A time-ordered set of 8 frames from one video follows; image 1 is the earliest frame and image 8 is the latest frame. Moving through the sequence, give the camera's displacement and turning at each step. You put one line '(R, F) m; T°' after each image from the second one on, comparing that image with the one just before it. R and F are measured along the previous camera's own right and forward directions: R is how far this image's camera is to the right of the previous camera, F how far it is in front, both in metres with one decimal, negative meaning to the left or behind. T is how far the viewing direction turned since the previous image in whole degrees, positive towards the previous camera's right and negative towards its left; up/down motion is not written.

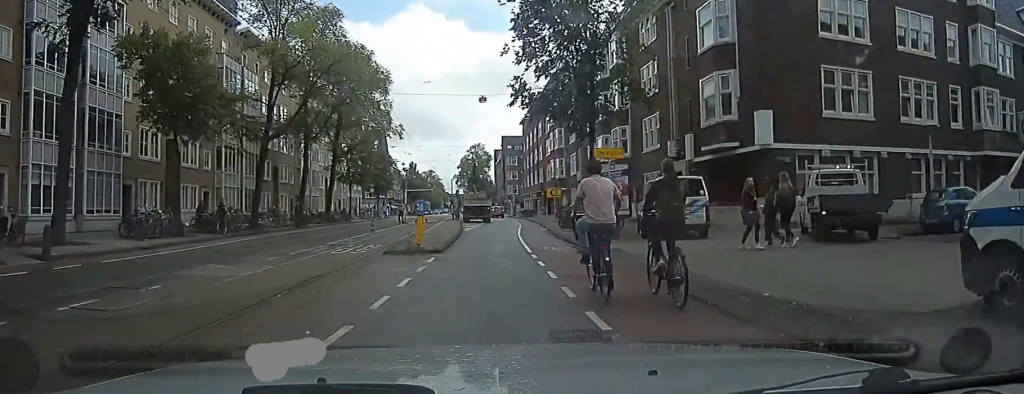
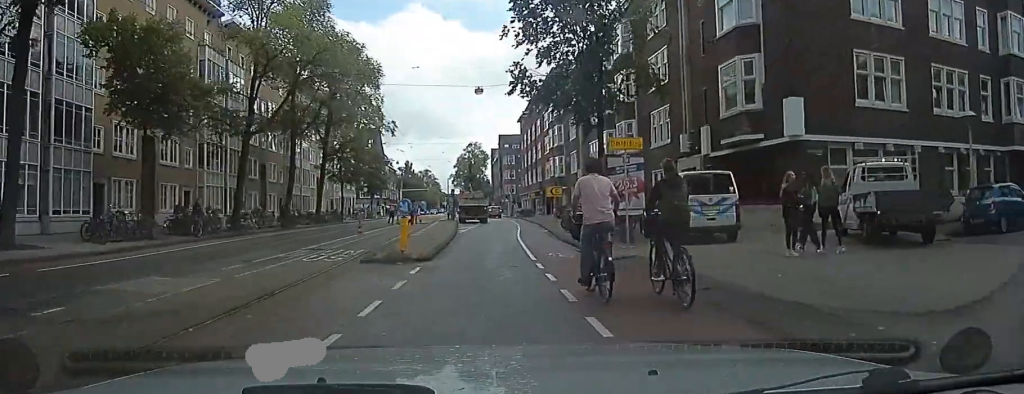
(0.0, +3.8) m; 0°
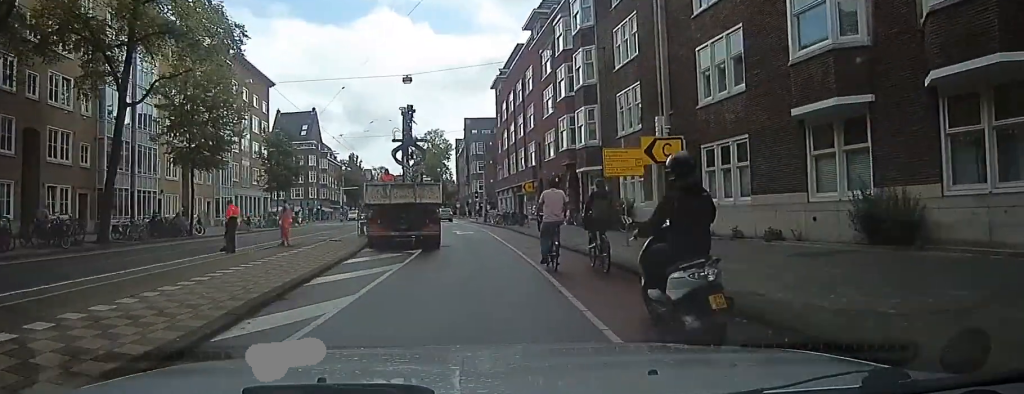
(0.0, +17.1) m; 0°
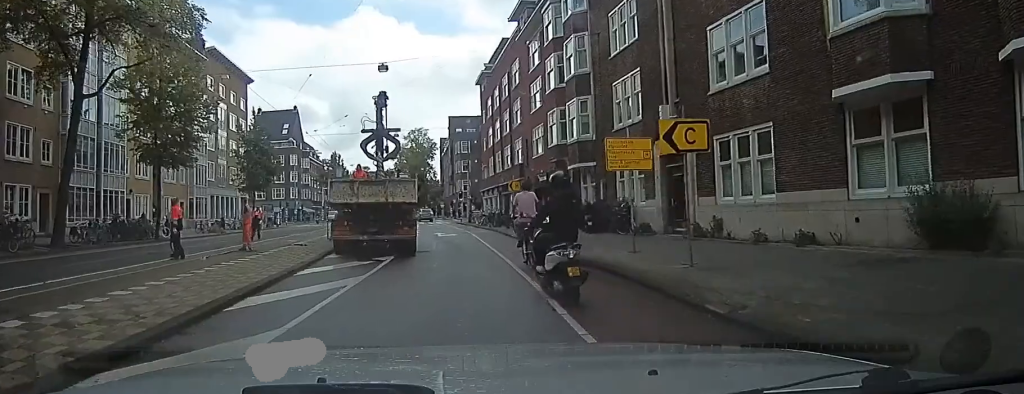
(0.0, +4.2) m; 0°
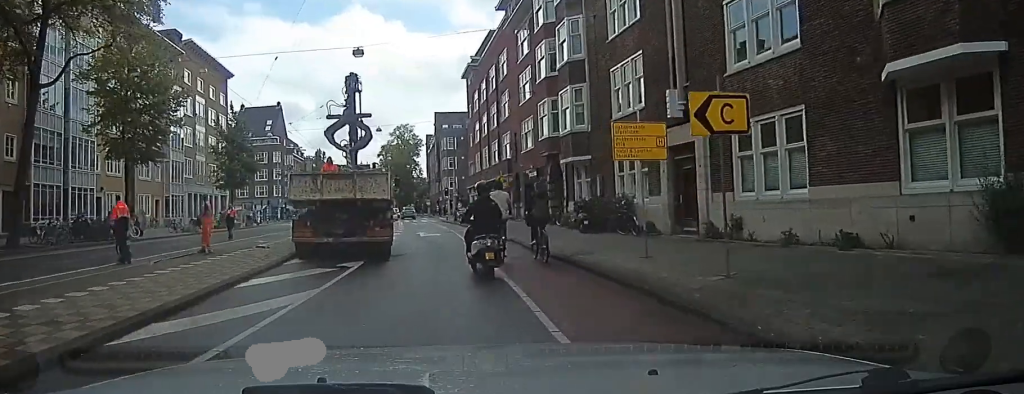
(0.0, +3.7) m; 0°
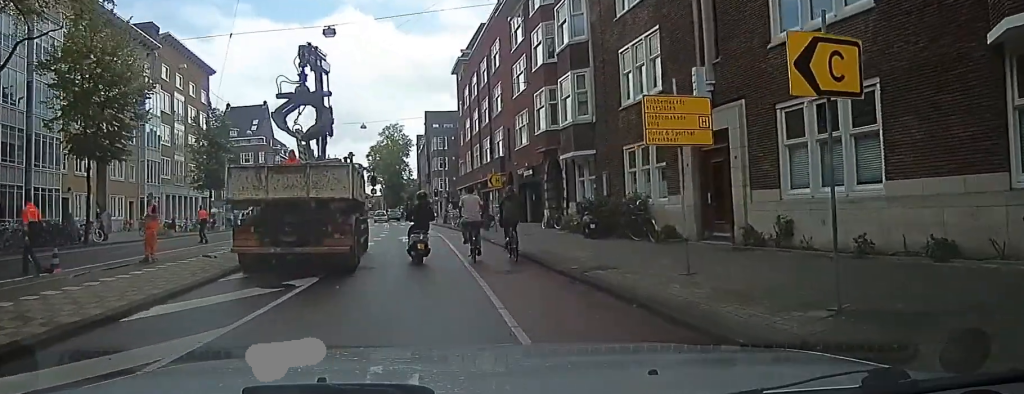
(0.0, +4.8) m; 0°
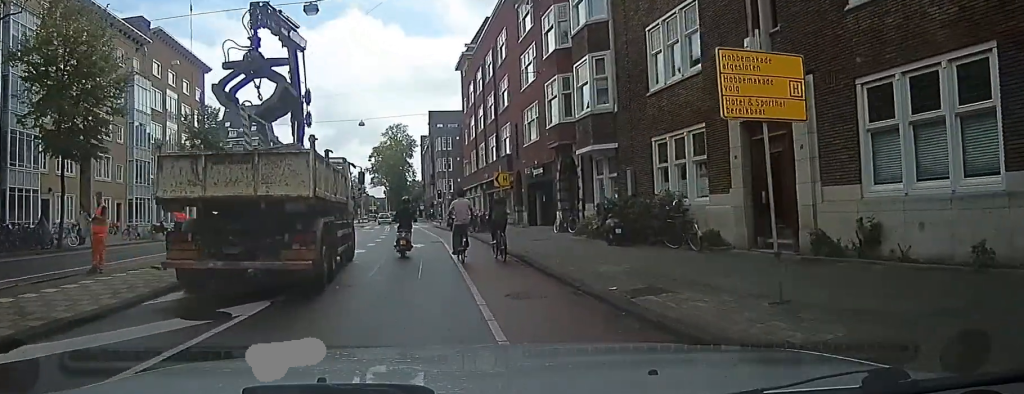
(0.0, +4.3) m; 0°
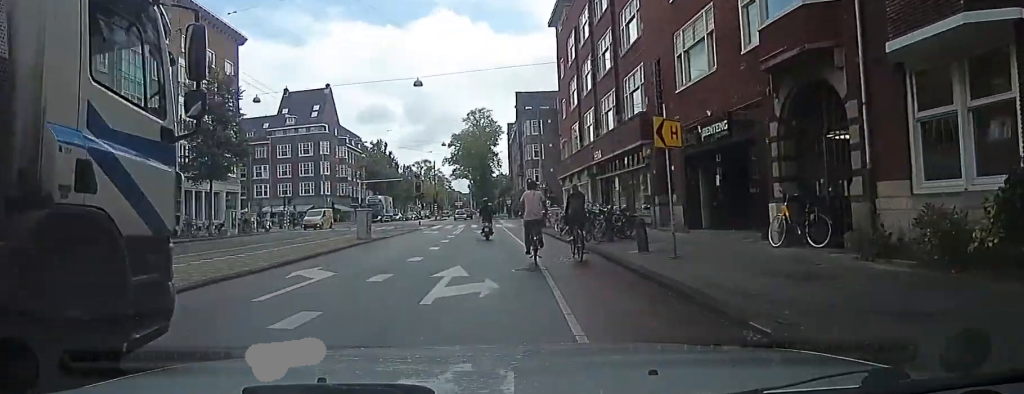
(0.0, +22.3) m; 0°
